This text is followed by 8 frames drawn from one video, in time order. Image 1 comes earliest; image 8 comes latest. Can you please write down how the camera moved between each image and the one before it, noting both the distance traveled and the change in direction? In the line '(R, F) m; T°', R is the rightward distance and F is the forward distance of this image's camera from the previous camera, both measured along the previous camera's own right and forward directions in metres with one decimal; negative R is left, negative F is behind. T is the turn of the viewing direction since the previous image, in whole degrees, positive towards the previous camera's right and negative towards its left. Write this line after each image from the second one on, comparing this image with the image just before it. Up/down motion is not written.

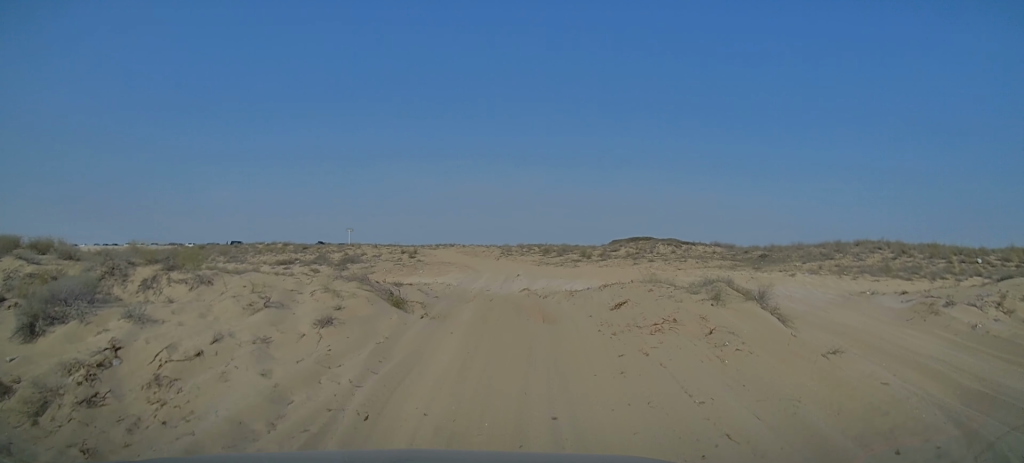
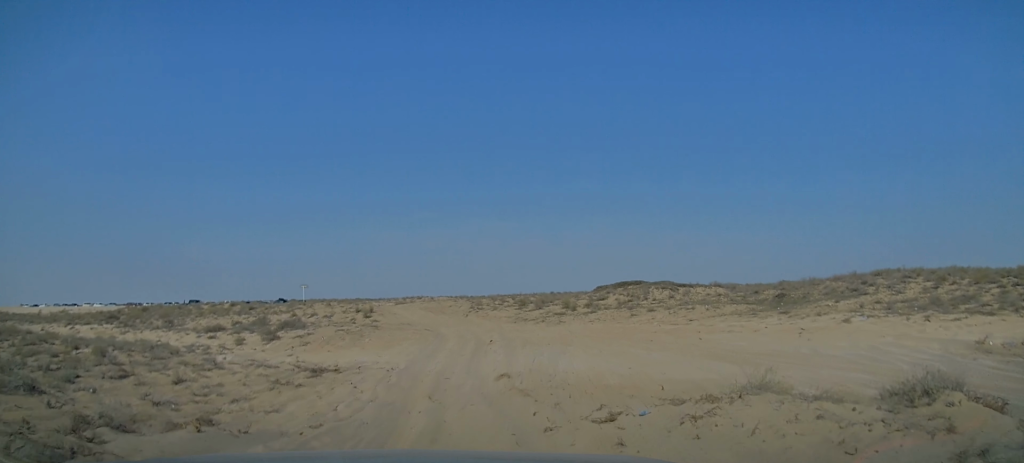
(+0.2, +7.6) m; +8°
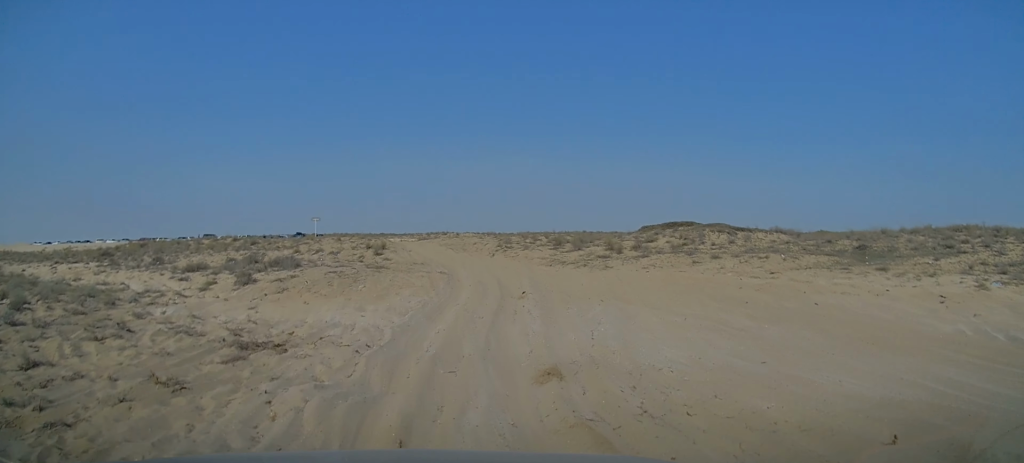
(-0.1, +6.6) m; -5°
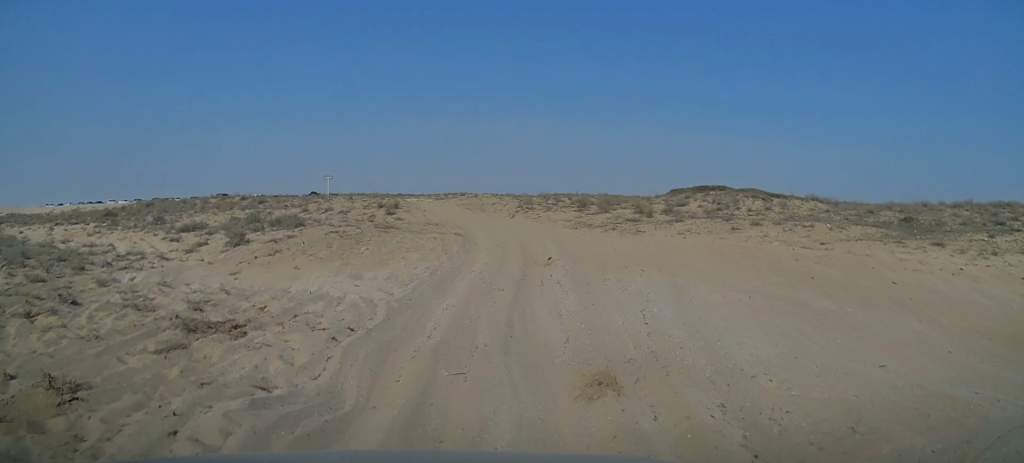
(-0.1, +2.4) m; -1°
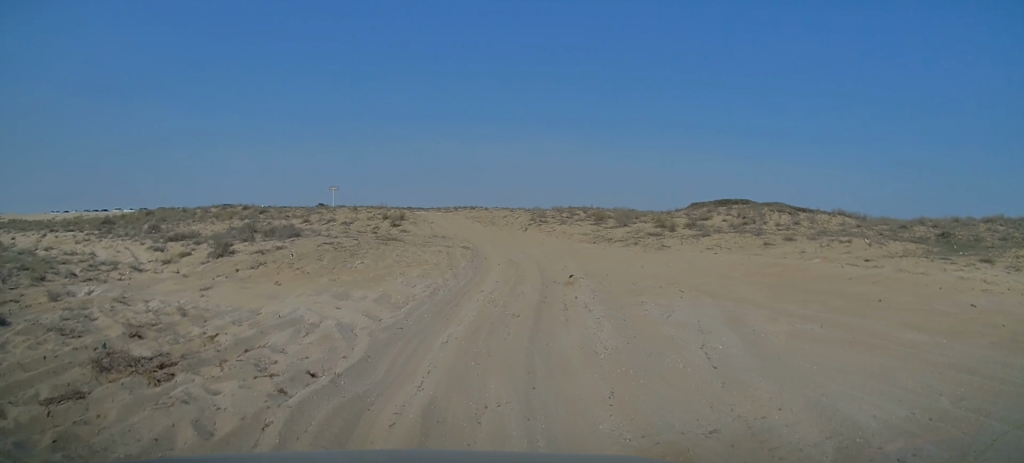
(0.0, +2.1) m; 0°
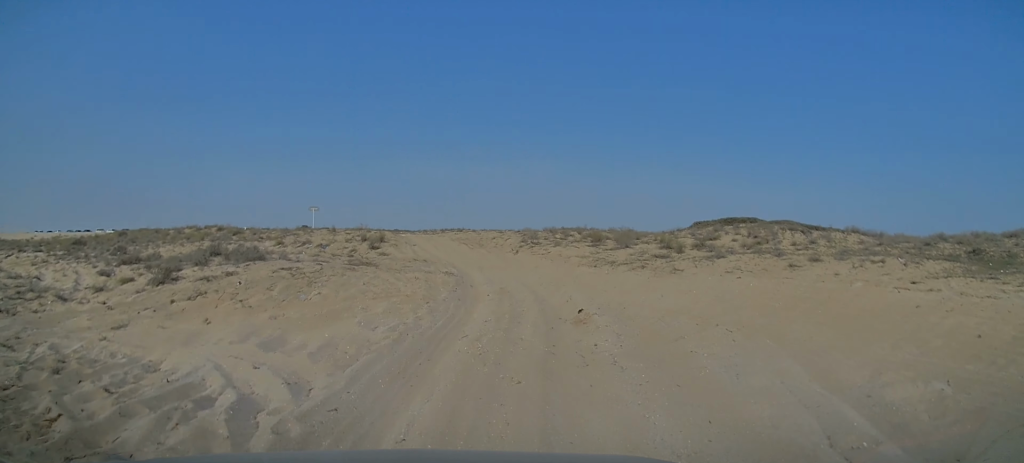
(+0.1, +2.9) m; +1°
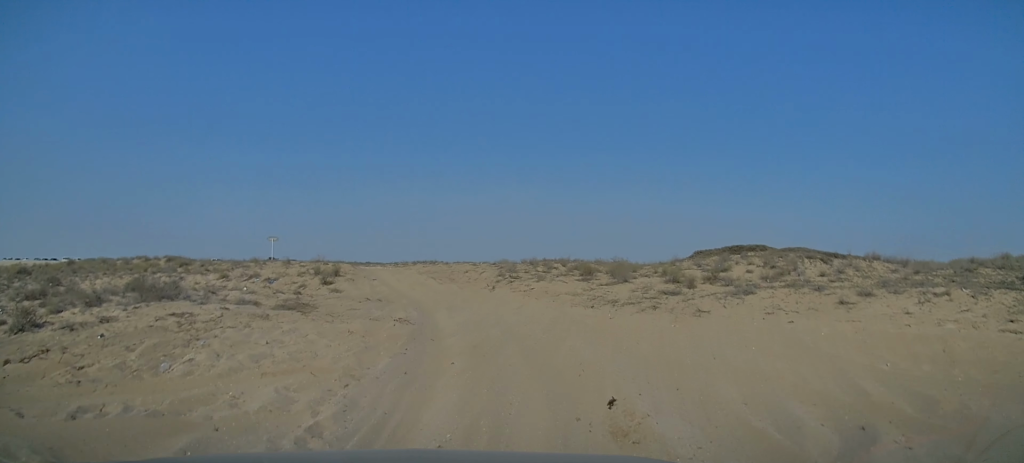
(0.0, +4.8) m; +2°
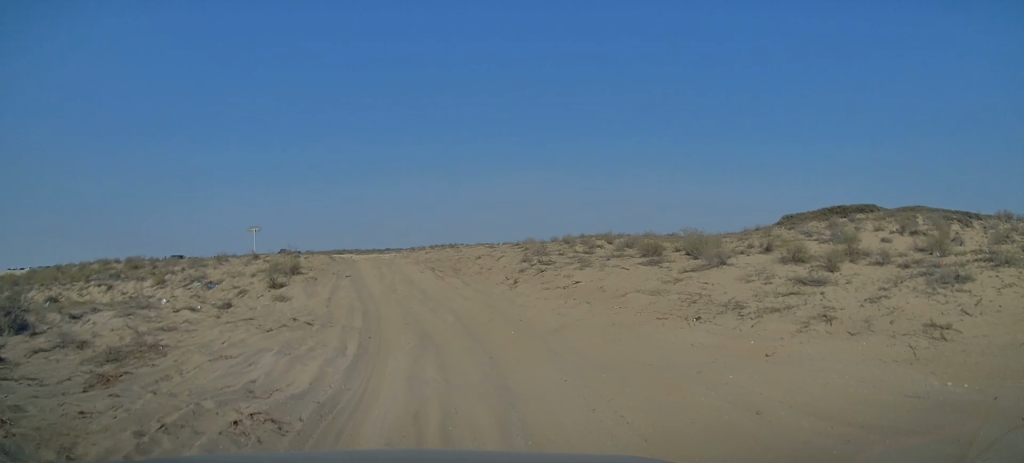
(+0.3, +8.9) m; -3°
